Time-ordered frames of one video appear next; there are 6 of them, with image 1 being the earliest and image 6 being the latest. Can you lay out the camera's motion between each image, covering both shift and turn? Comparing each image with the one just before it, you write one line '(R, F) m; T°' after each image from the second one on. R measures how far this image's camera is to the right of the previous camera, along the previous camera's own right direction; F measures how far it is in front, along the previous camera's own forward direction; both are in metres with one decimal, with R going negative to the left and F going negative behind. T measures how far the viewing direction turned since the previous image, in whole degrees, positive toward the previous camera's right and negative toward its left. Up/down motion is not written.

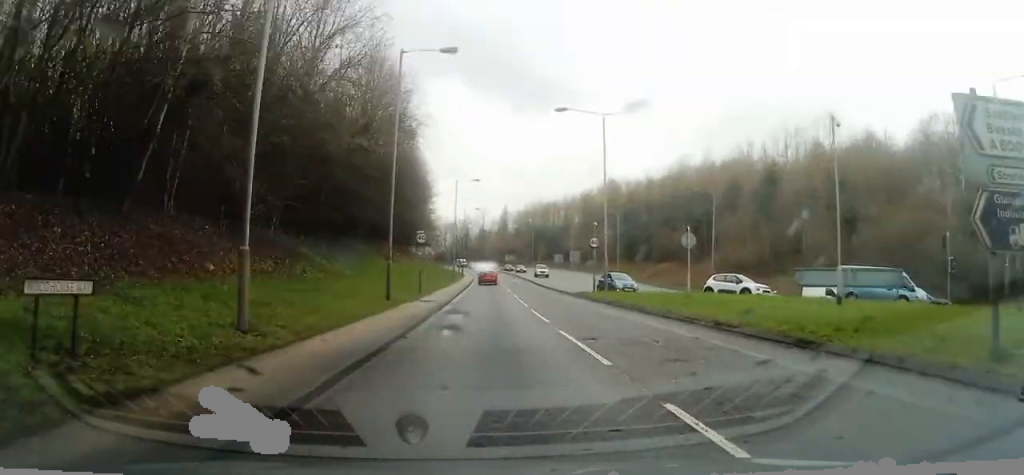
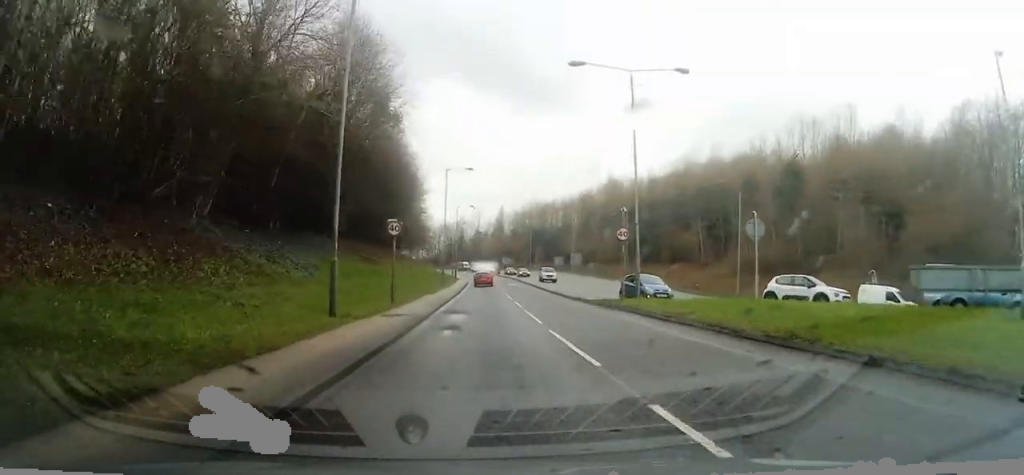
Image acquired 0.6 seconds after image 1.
(0.0, +8.9) m; 0°
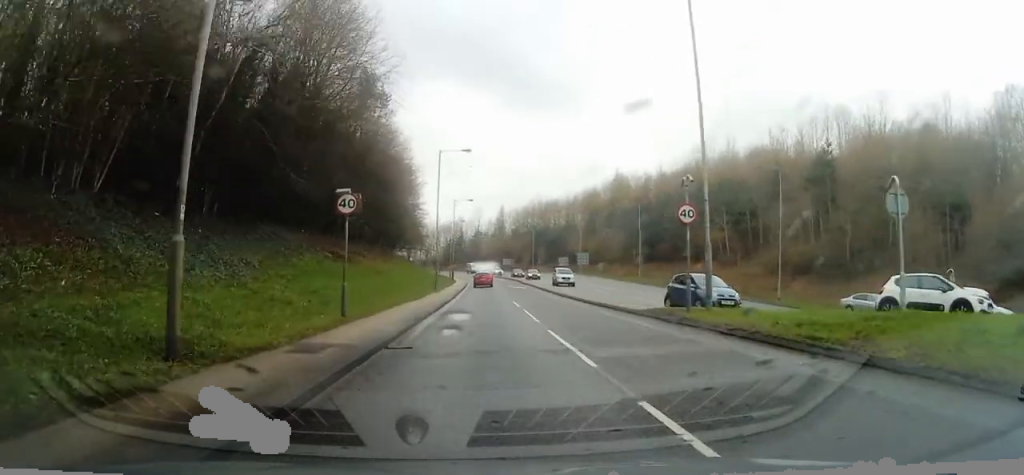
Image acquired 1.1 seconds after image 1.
(0.0, +8.9) m; 0°
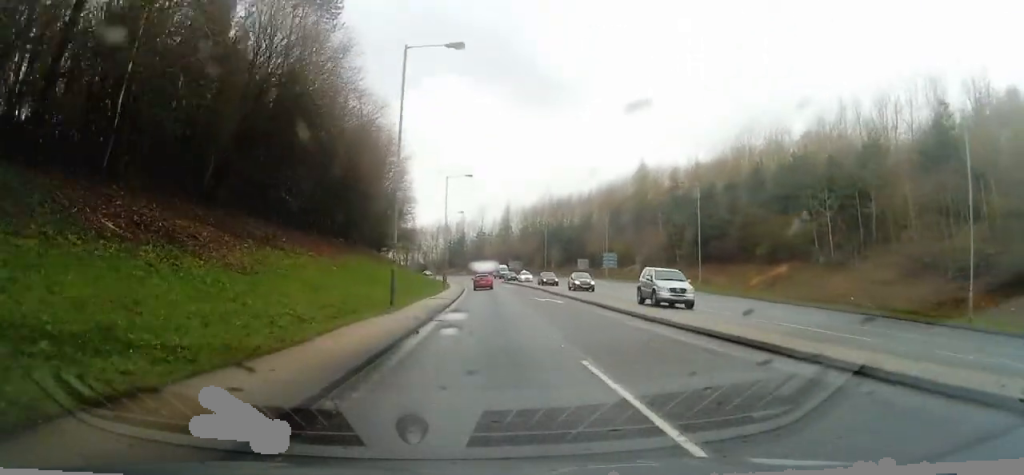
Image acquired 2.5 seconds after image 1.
(+0.3, +23.4) m; -1°
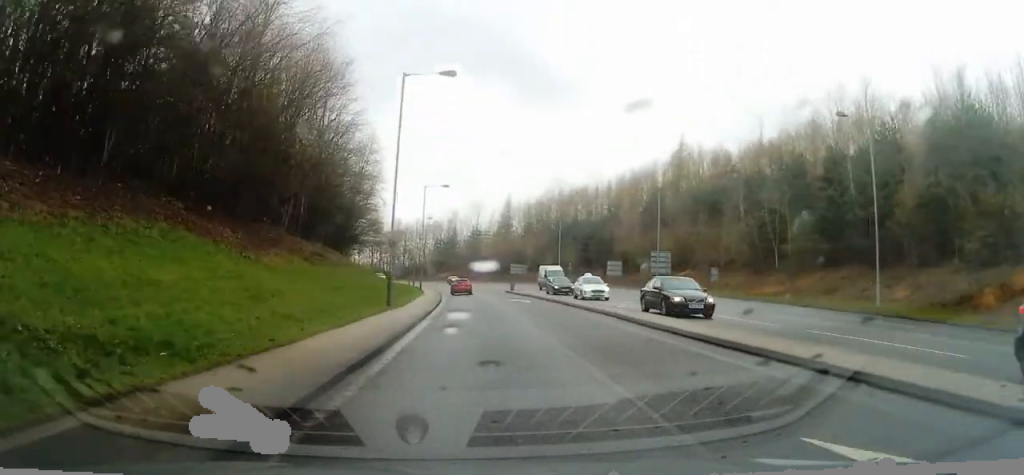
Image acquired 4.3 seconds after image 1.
(-2.0, +31.5) m; -2°
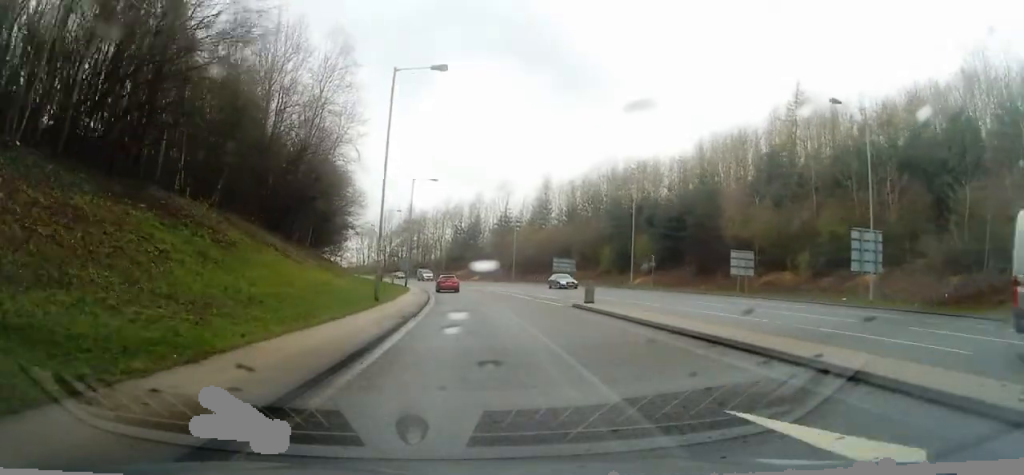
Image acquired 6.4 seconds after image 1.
(+2.8, +36.0) m; +3°
